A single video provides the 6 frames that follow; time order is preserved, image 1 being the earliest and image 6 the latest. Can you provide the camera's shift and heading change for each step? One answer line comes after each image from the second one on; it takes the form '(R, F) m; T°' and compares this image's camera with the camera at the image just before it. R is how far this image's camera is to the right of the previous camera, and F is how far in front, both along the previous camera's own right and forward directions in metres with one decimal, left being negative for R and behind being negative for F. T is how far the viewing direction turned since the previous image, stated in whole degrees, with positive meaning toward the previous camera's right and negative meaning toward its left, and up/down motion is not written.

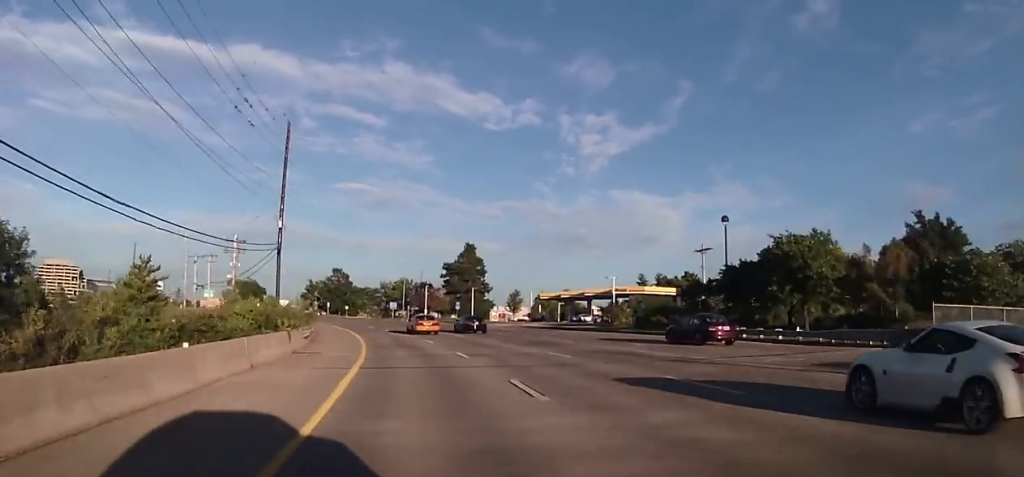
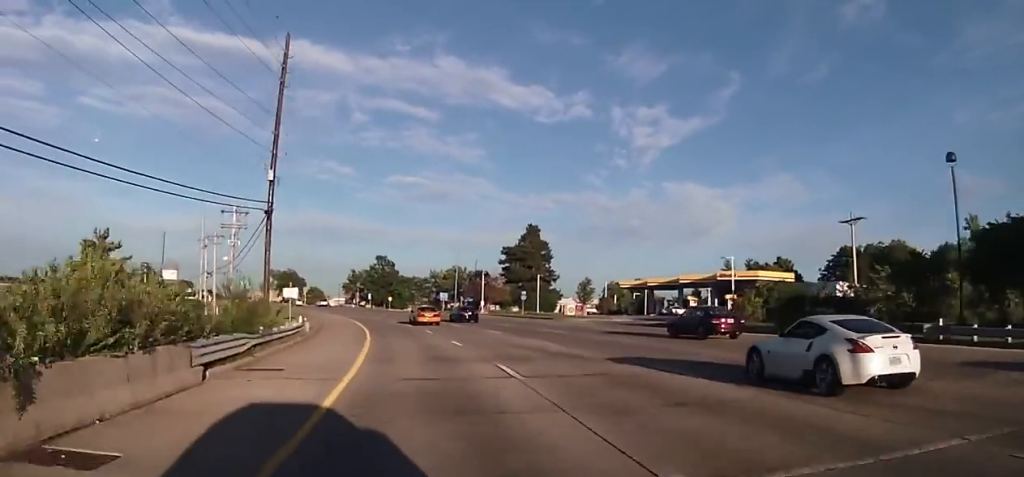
(-1.3, +22.0) m; -5°
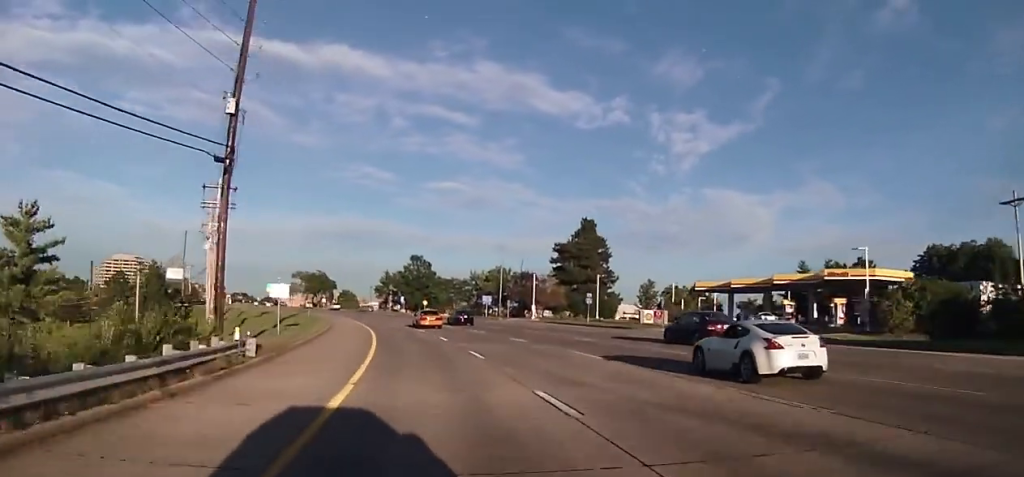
(-0.3, +17.2) m; -2°
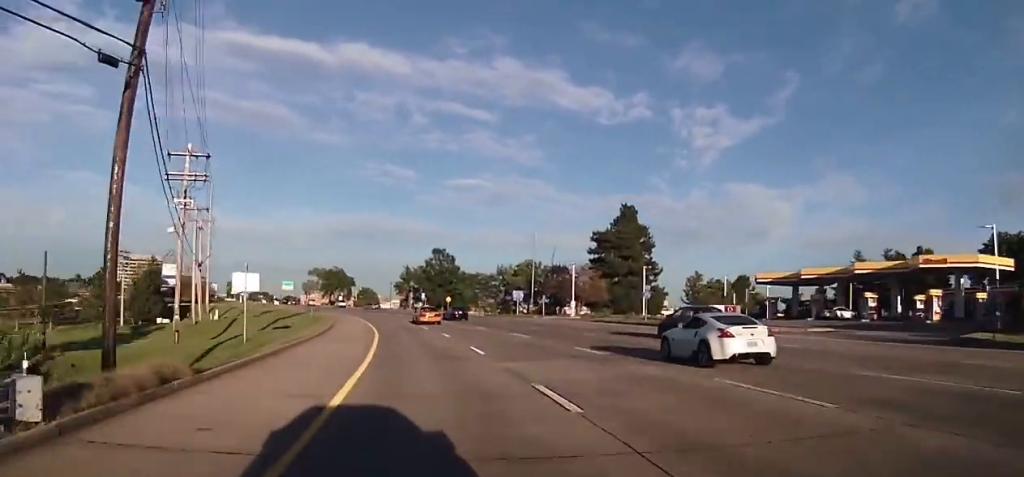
(-0.1, +12.2) m; -2°
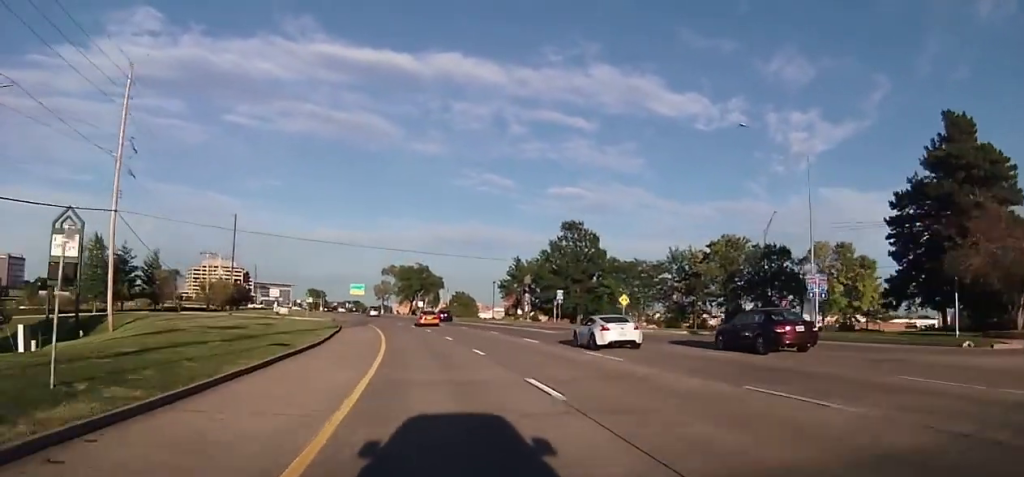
(-6.4, +58.8) m; -10°
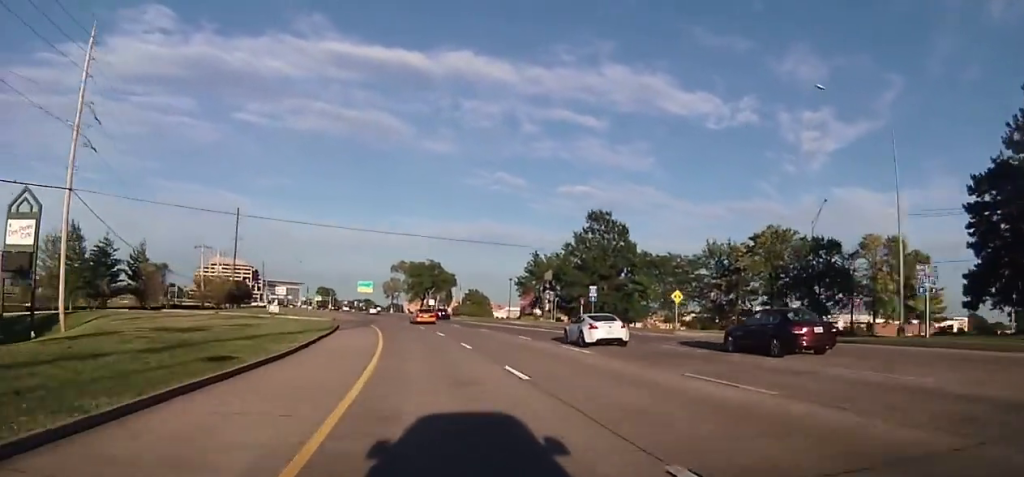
(-0.1, +9.1) m; -1°
